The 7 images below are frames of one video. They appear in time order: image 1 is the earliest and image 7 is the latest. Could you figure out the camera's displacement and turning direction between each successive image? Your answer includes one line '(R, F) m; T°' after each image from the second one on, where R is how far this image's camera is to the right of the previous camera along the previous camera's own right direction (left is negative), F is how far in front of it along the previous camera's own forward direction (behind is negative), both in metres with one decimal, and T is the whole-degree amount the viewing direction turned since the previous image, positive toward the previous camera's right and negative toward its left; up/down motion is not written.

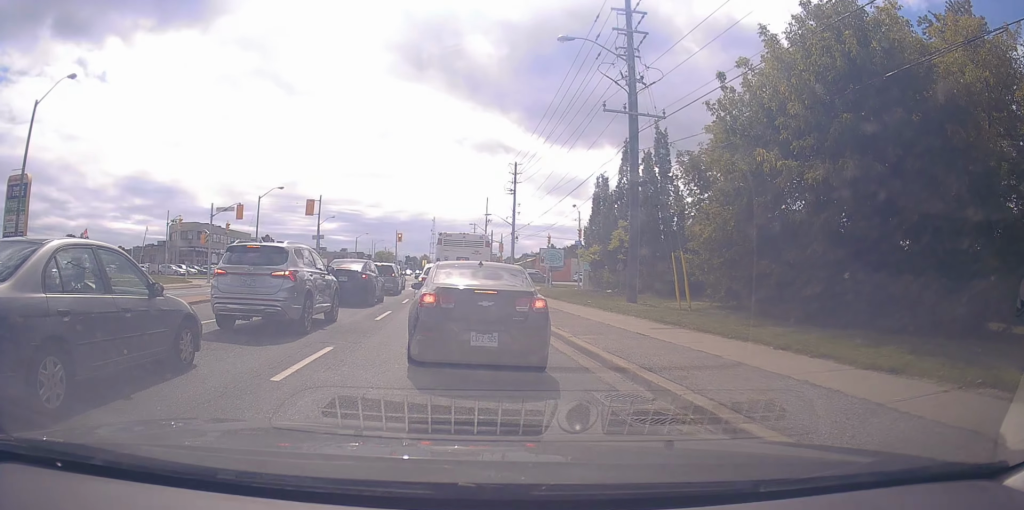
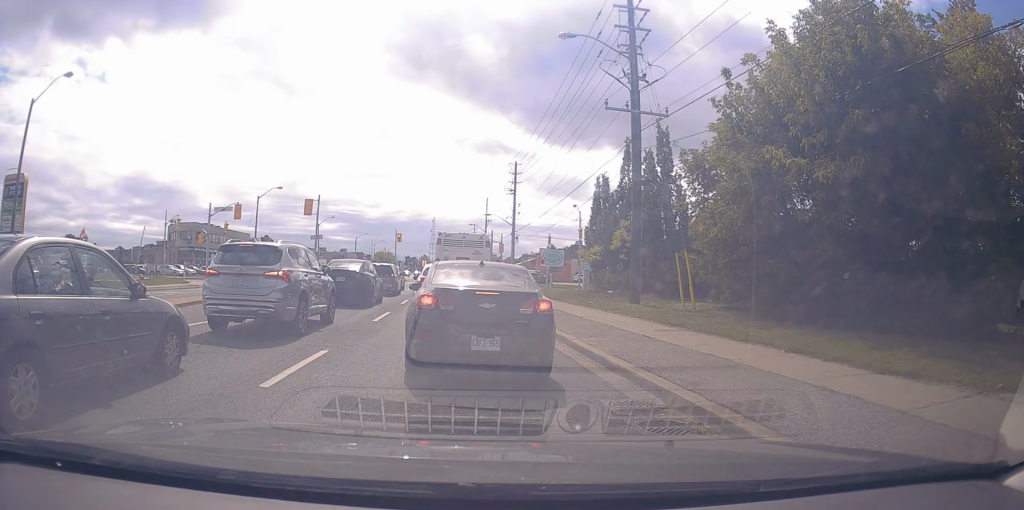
(+0.1, +0.6) m; 0°
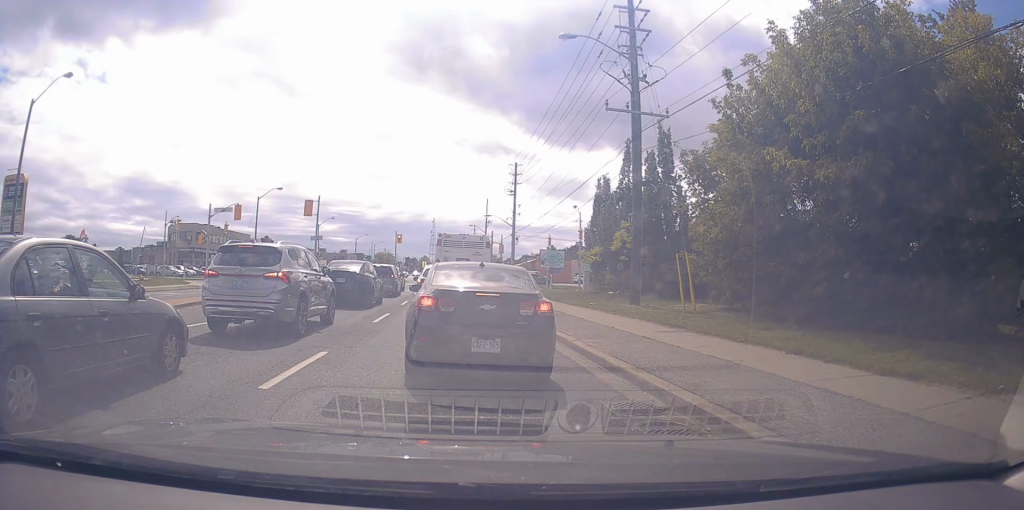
(+0.1, +0.3) m; 0°
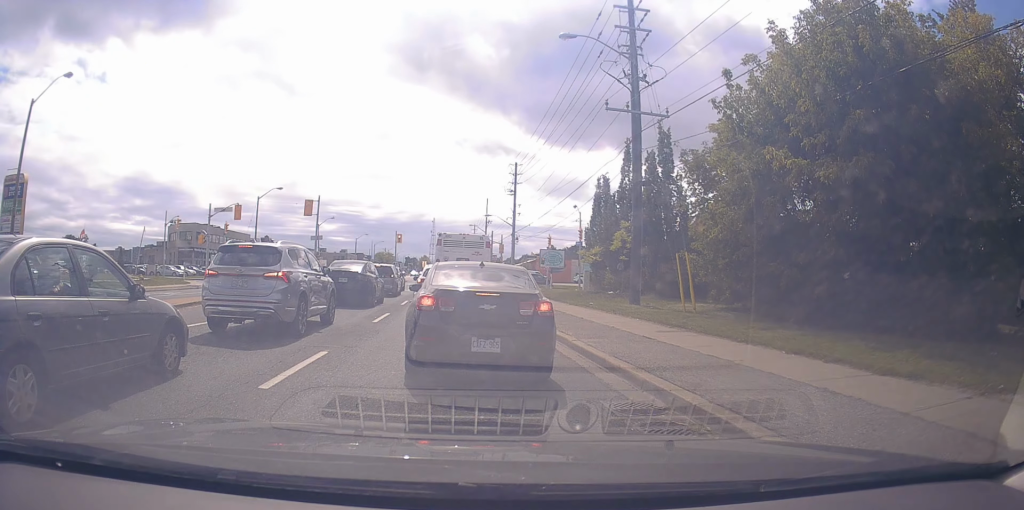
(0.0, 0.0) m; 0°
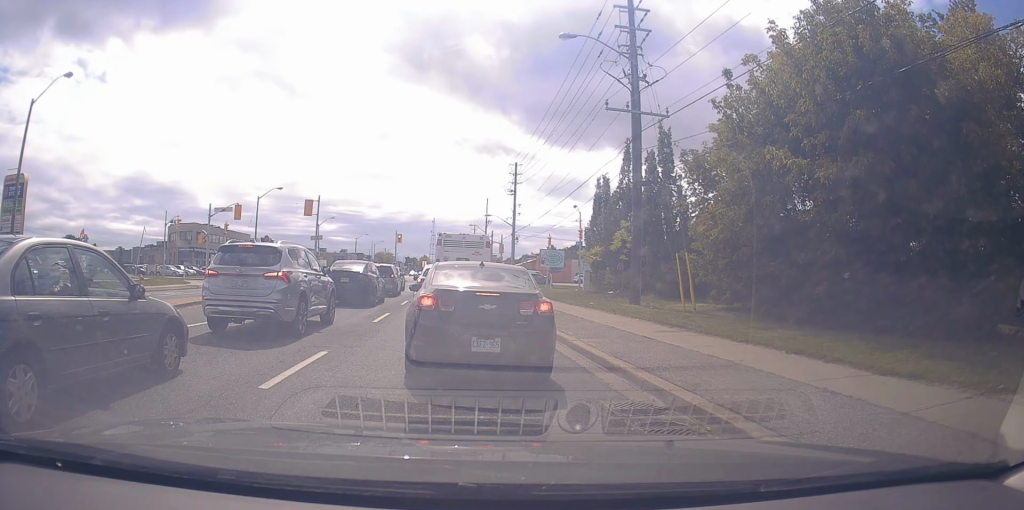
(0.0, 0.0) m; 0°
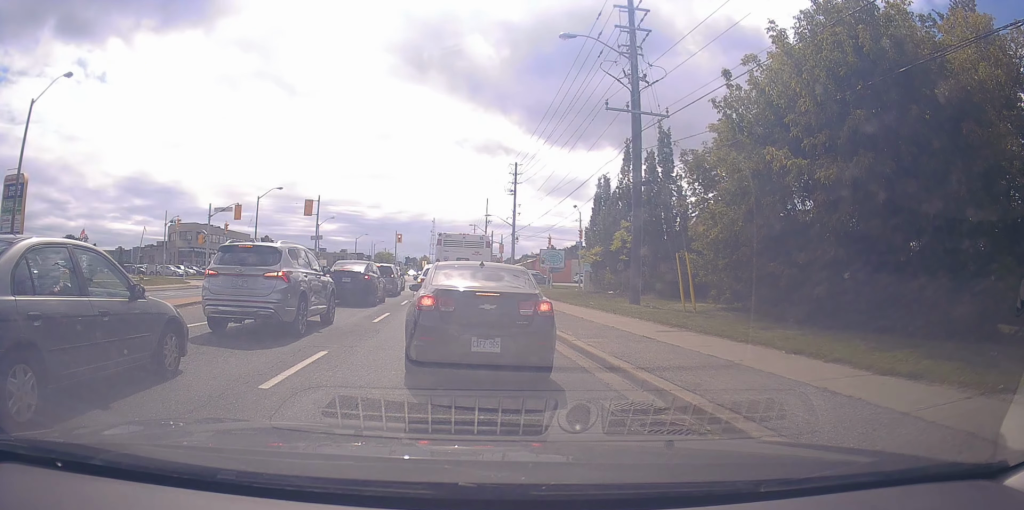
(0.0, 0.0) m; 0°
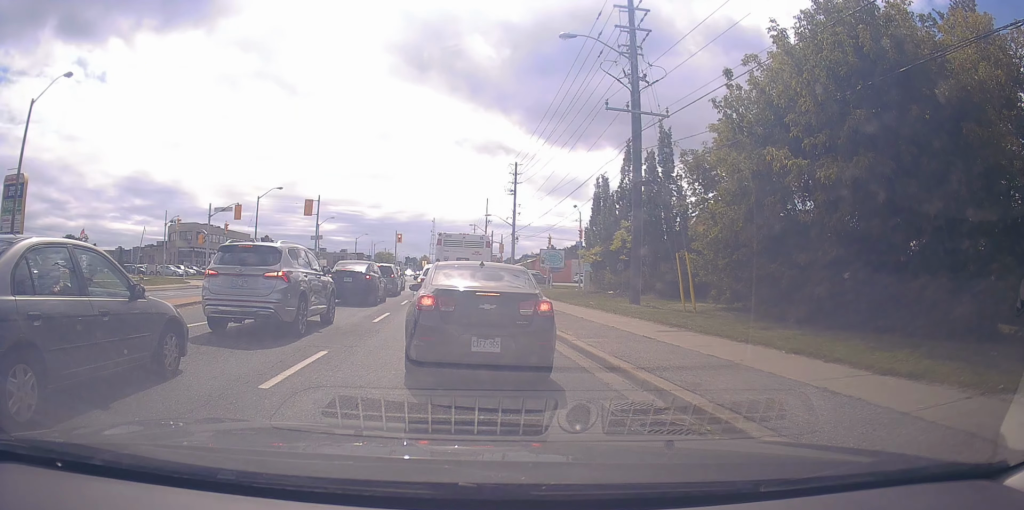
(0.0, 0.0) m; 0°
